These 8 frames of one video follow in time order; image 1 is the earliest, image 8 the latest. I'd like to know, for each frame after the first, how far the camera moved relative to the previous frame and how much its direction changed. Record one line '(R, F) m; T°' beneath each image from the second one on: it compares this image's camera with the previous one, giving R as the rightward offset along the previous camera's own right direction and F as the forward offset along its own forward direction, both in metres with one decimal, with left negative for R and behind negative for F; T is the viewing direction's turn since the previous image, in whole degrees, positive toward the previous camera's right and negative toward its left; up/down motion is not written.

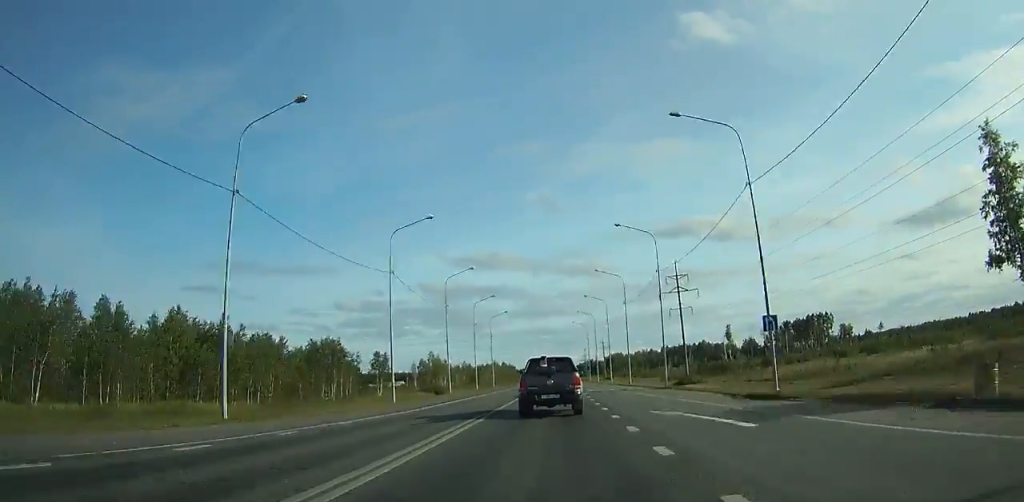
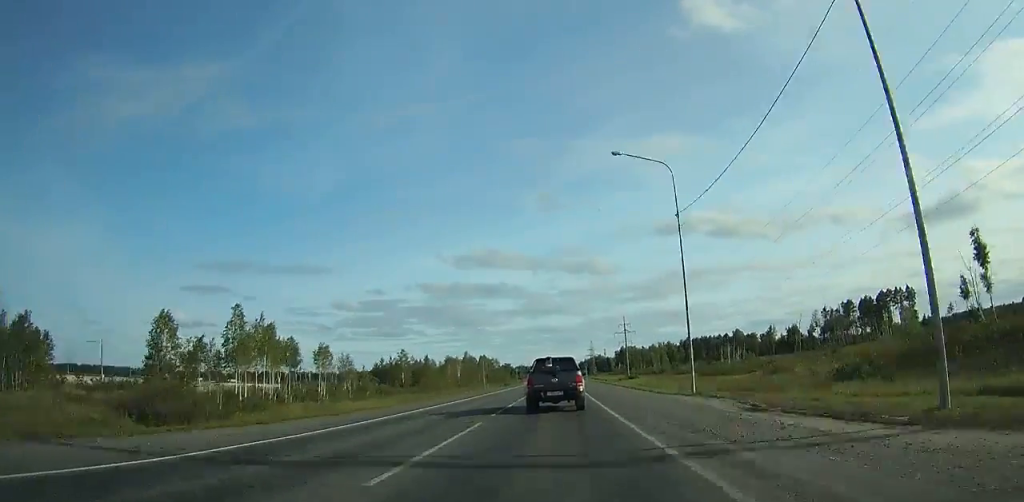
(-0.2, +93.8) m; 0°
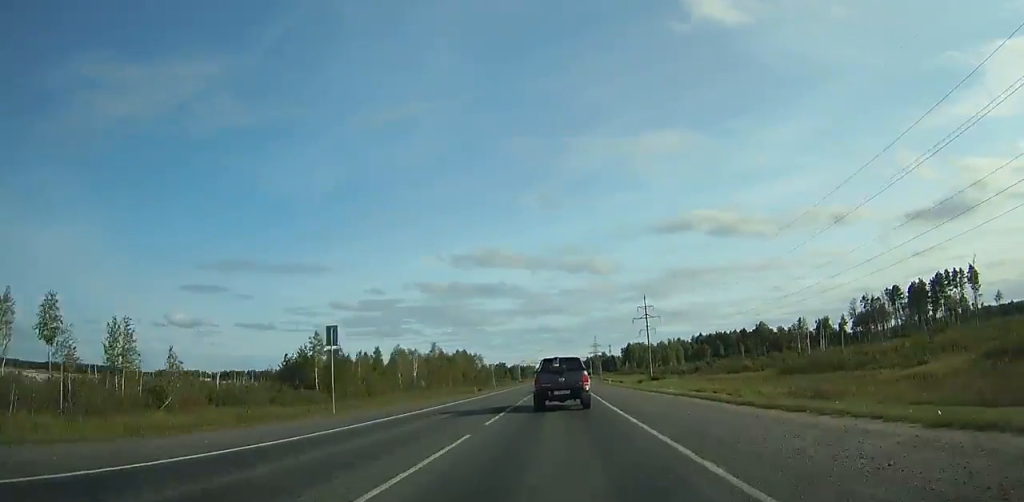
(-0.1, +52.3) m; 0°
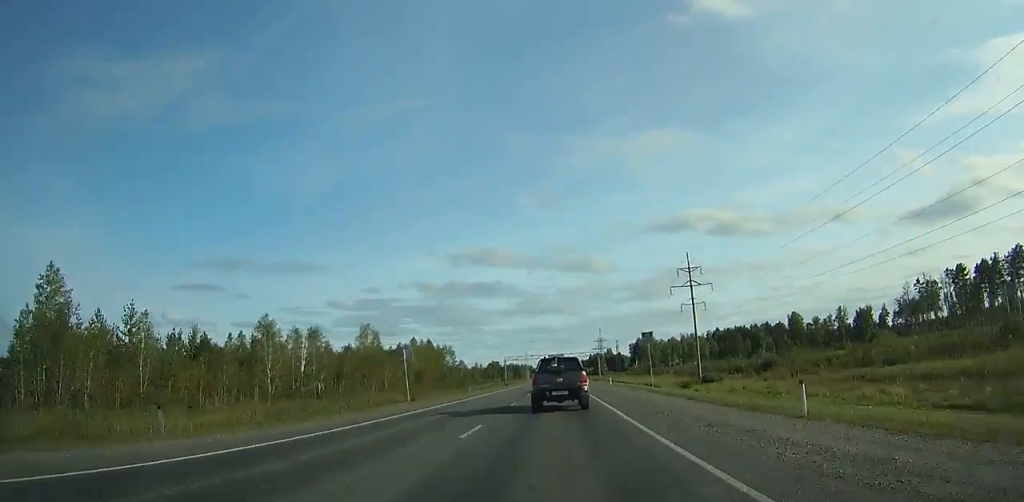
(+0.1, +52.7) m; 0°
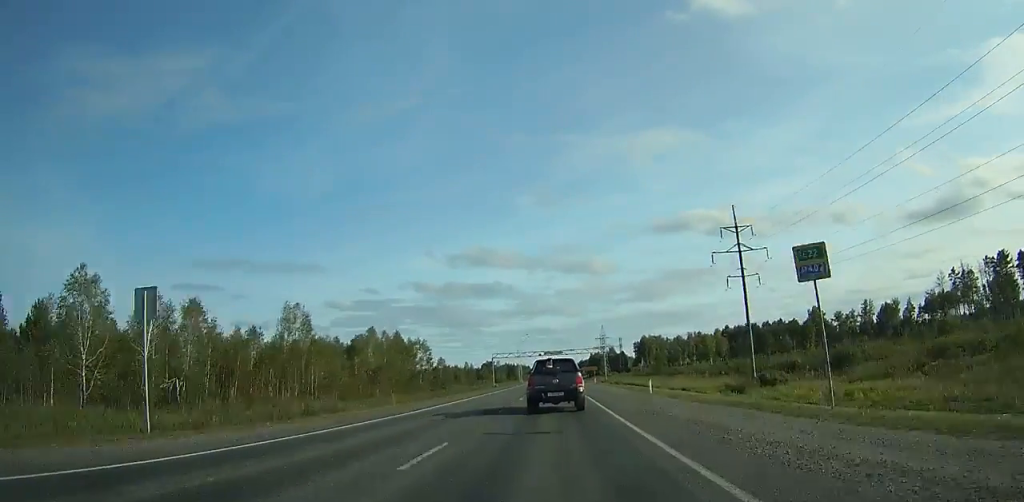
(0.0, +27.9) m; 0°
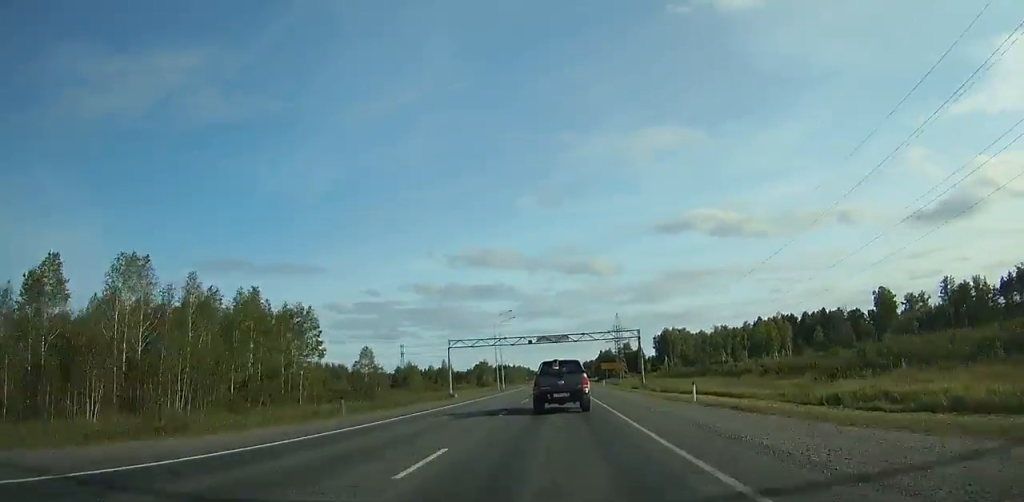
(0.0, +61.8) m; 0°
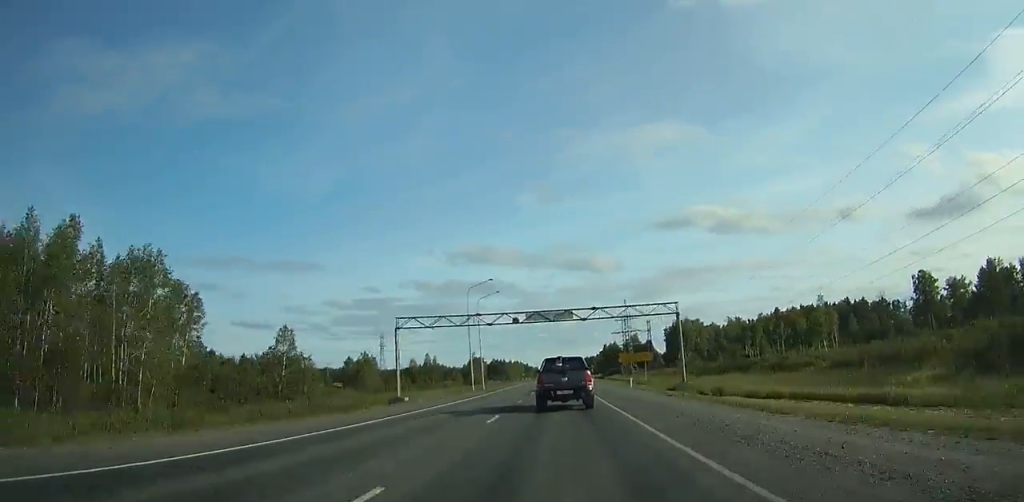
(0.0, +27.4) m; 0°
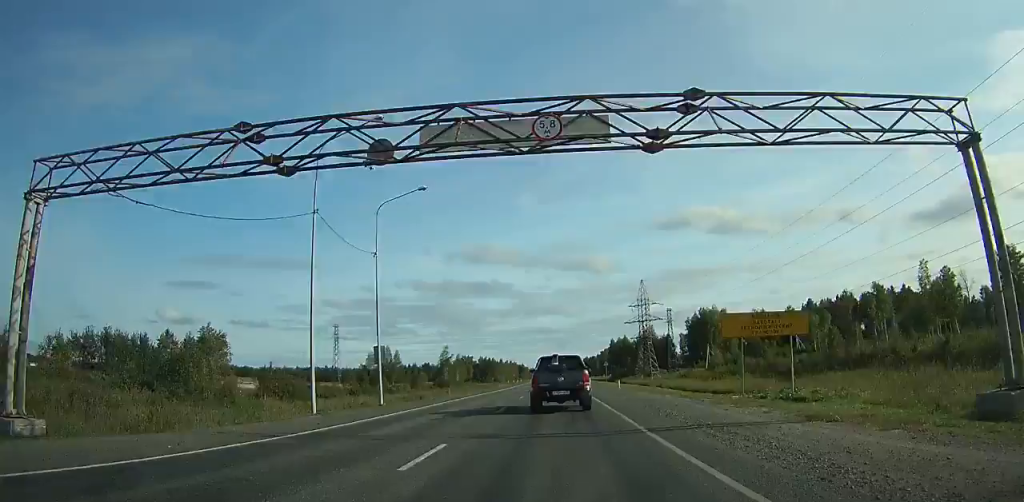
(0.0, +44.4) m; 0°
